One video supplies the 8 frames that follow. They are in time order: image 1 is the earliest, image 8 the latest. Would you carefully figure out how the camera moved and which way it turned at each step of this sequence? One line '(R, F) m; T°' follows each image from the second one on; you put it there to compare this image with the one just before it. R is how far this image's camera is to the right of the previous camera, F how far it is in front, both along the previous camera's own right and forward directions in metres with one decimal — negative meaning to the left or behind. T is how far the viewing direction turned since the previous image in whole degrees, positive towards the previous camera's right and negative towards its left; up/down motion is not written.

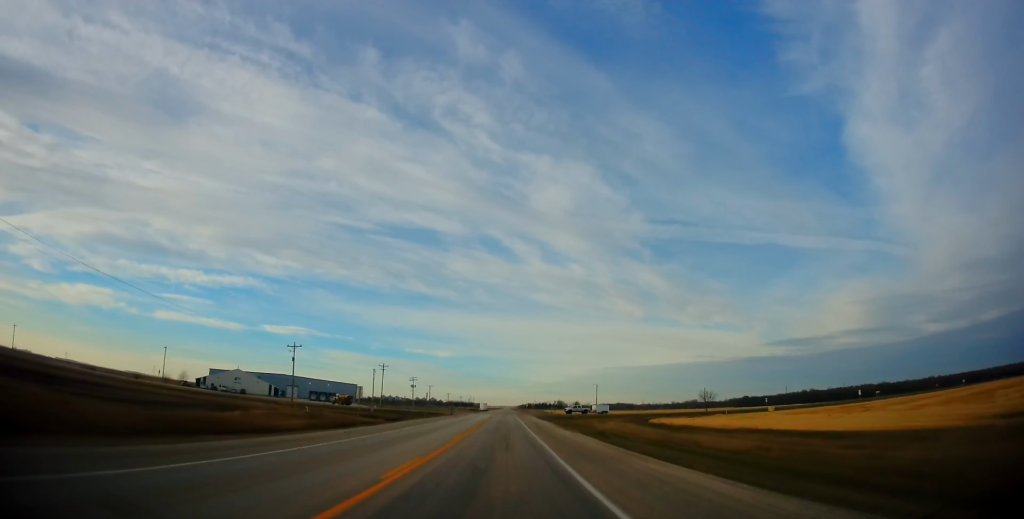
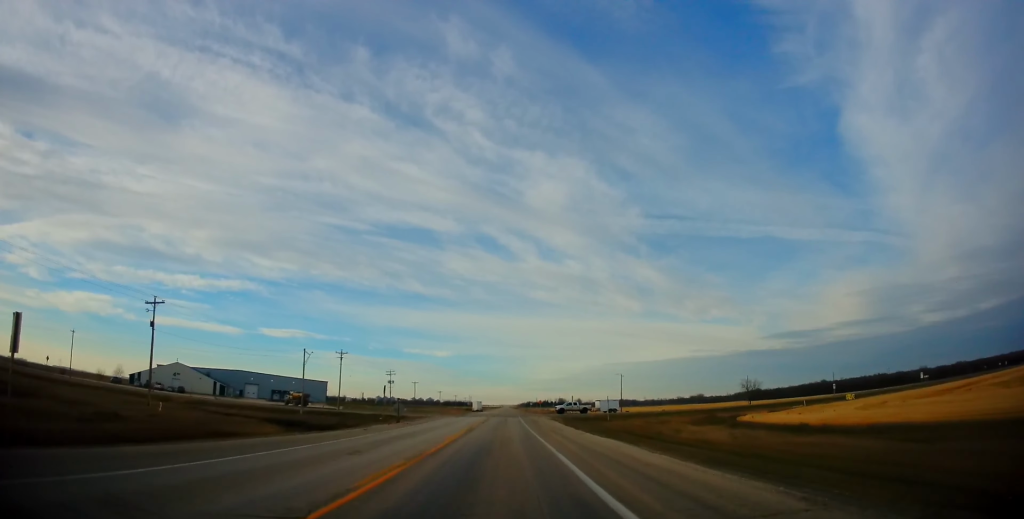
(+0.1, +34.9) m; 0°
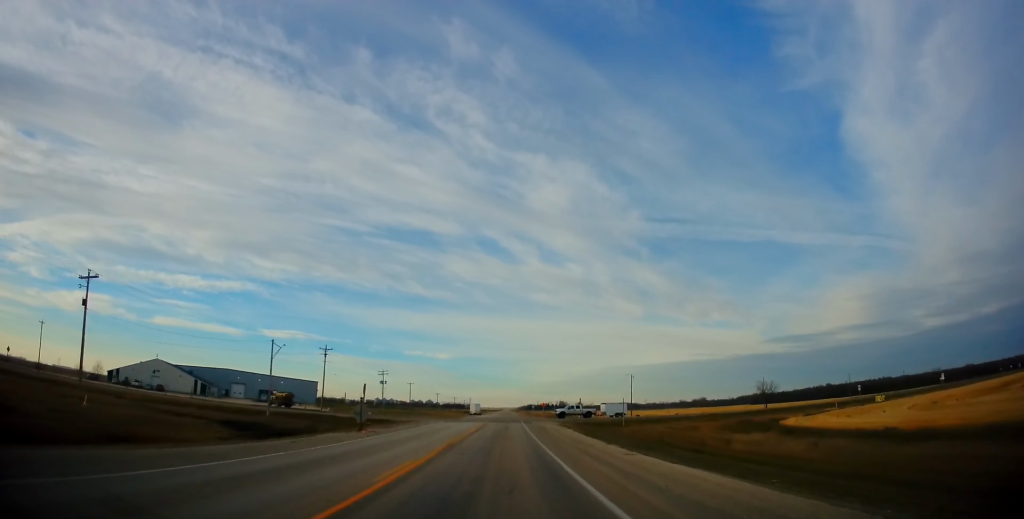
(0.0, +11.0) m; 0°
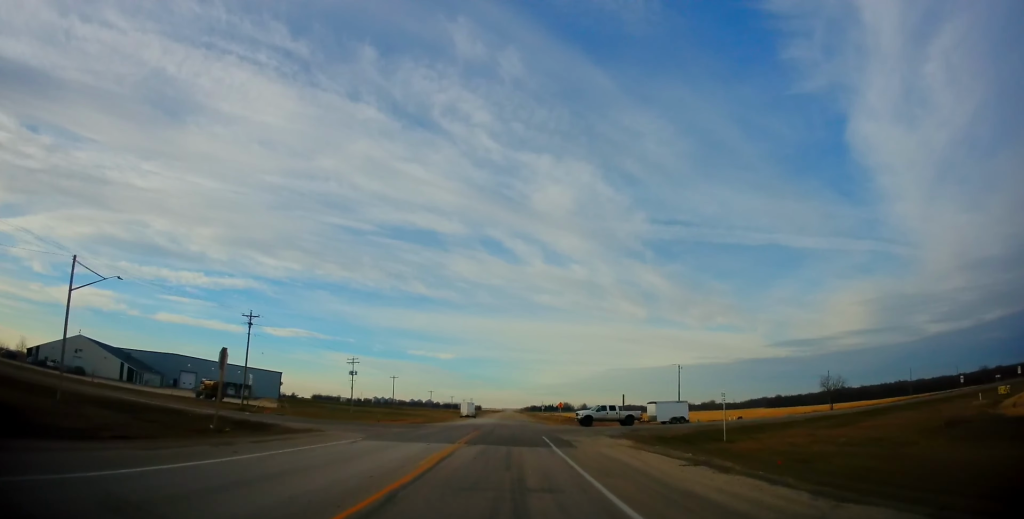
(0.0, +37.4) m; 0°
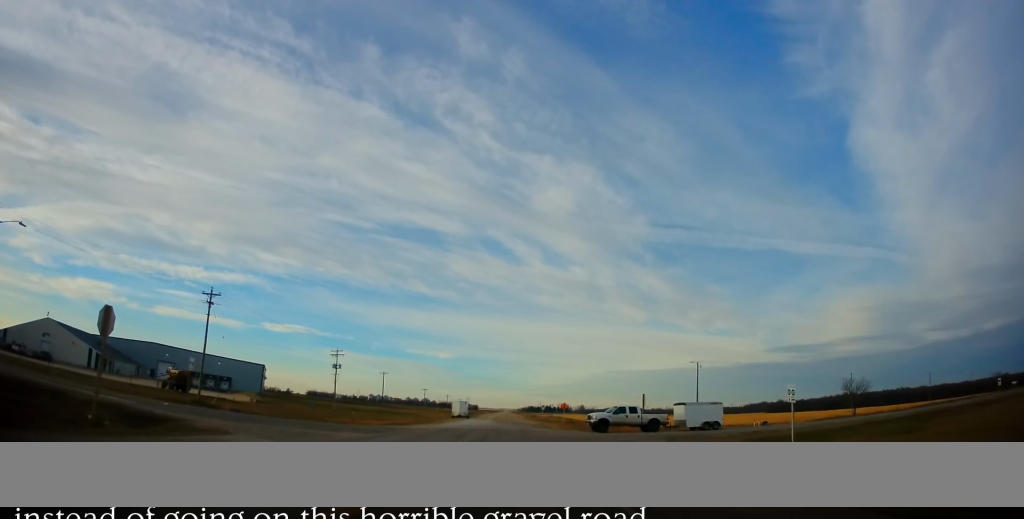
(0.0, +11.5) m; 0°
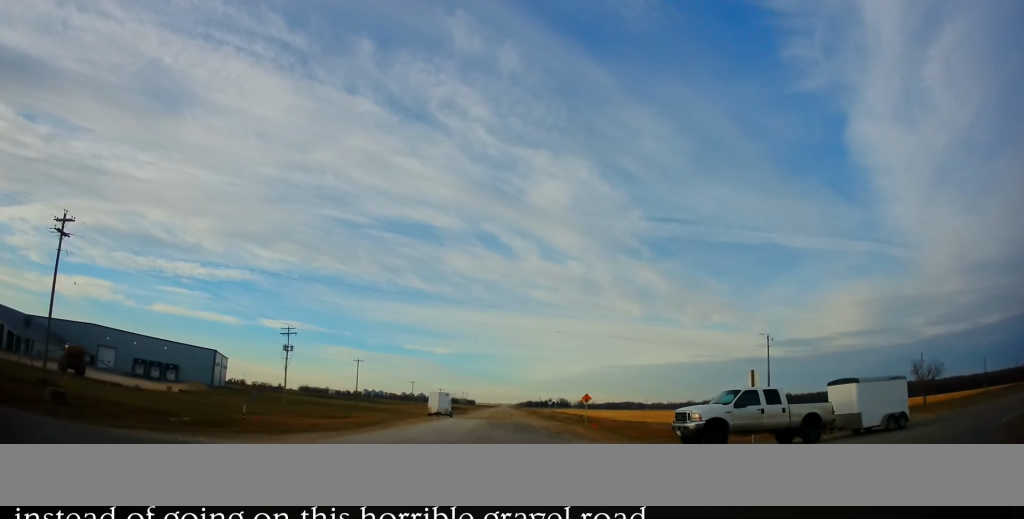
(0.0, +26.0) m; 0°
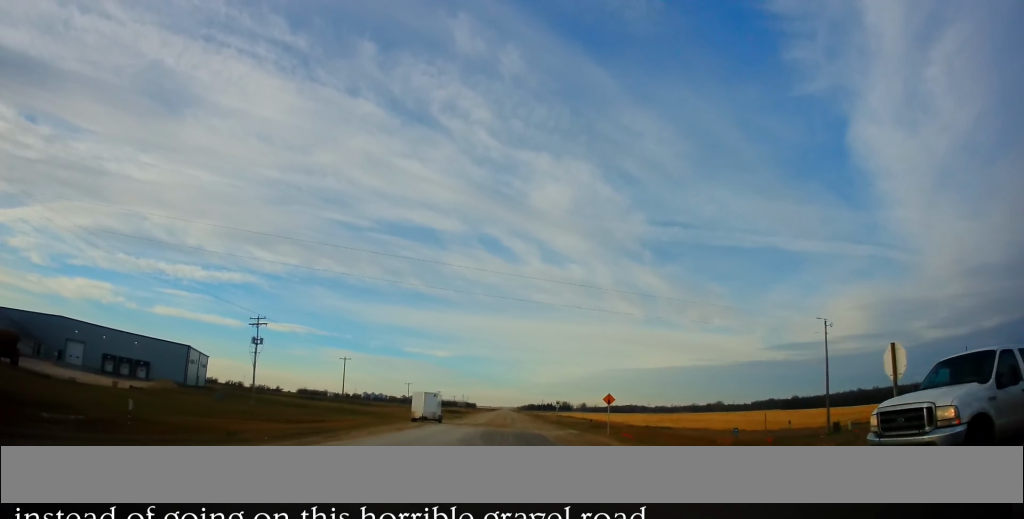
(0.0, +12.6) m; 0°
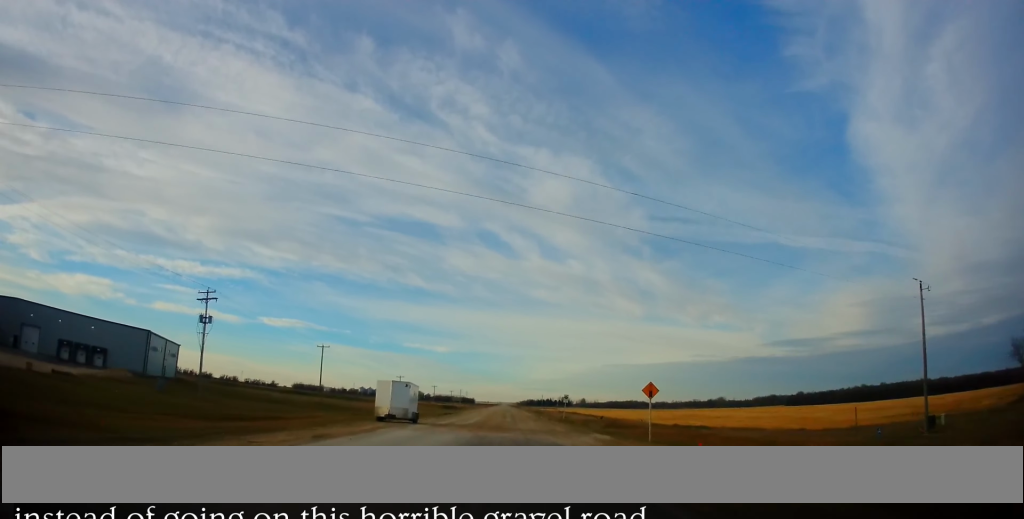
(0.0, +14.7) m; 0°
